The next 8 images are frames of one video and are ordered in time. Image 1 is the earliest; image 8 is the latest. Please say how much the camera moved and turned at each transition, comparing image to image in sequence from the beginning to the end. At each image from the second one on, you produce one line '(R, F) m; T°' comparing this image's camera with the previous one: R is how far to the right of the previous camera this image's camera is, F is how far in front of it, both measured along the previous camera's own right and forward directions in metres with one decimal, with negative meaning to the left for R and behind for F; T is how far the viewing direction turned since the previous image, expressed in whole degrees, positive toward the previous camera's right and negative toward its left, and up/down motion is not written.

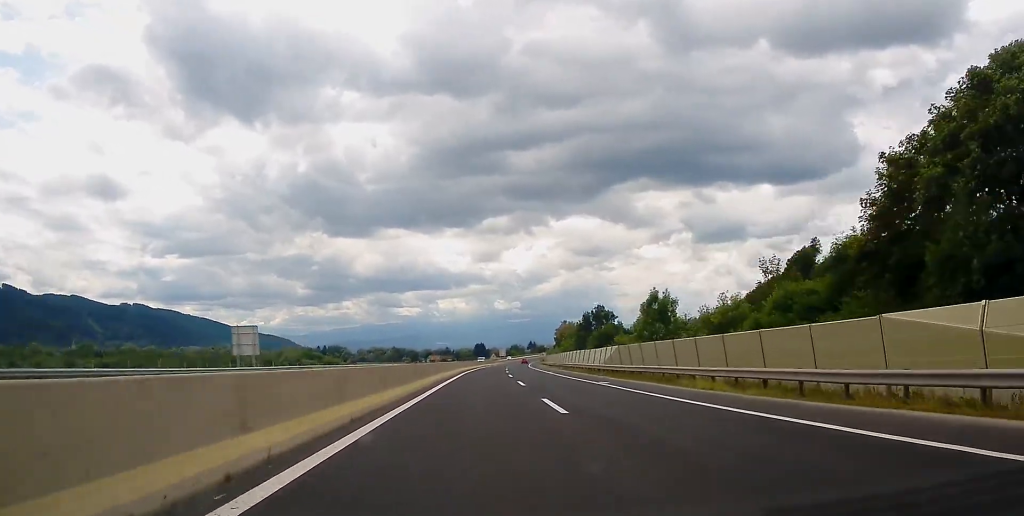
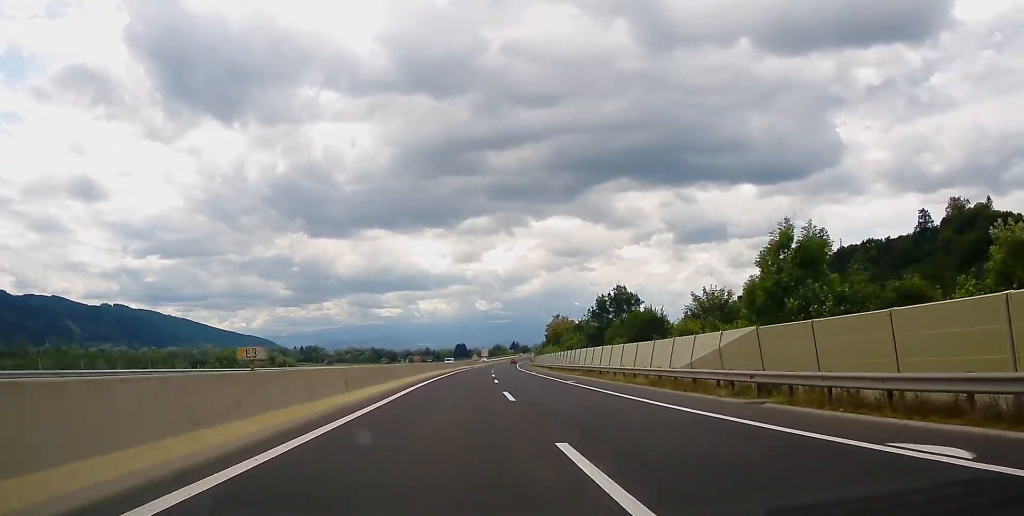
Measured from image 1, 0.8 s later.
(+0.5, +30.2) m; +1°
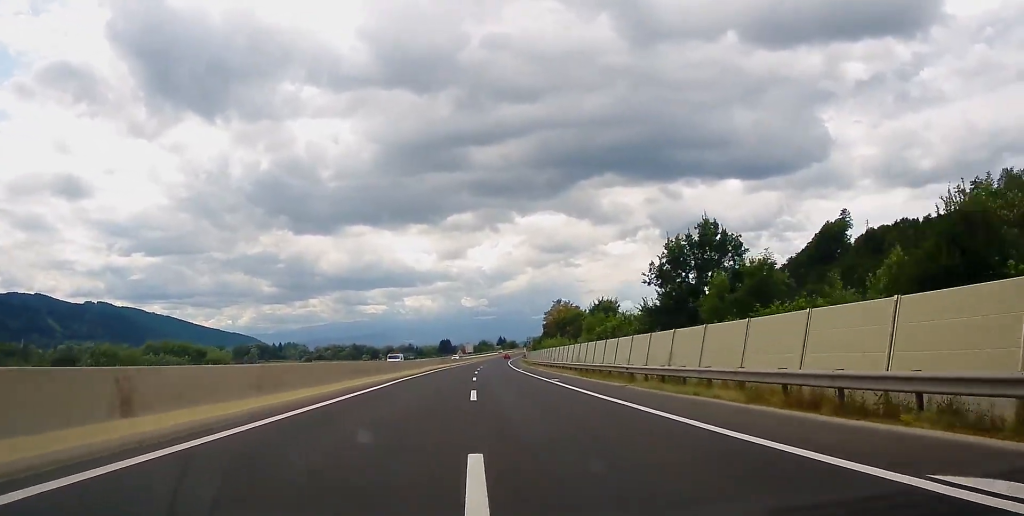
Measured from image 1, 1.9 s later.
(0.0, +37.4) m; 0°
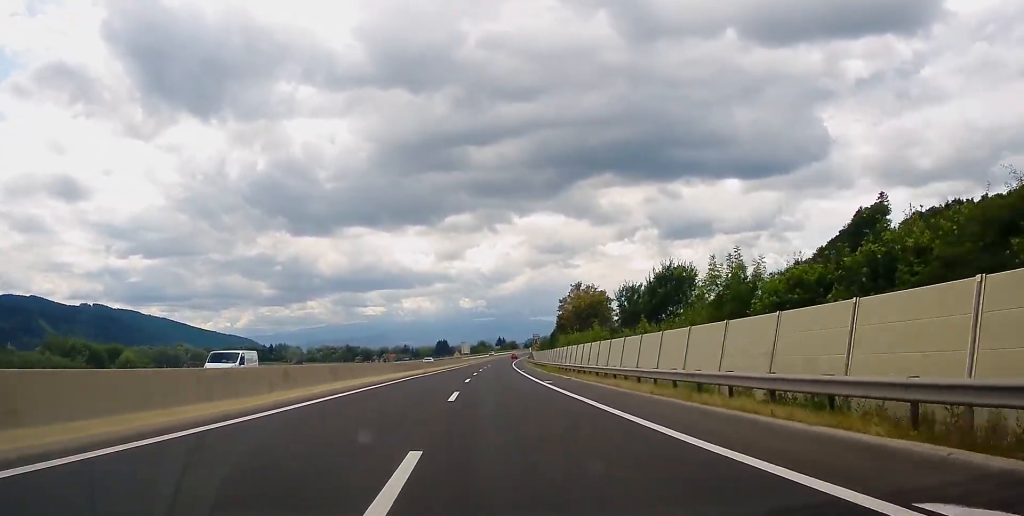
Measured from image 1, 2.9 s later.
(+0.1, +35.8) m; 0°
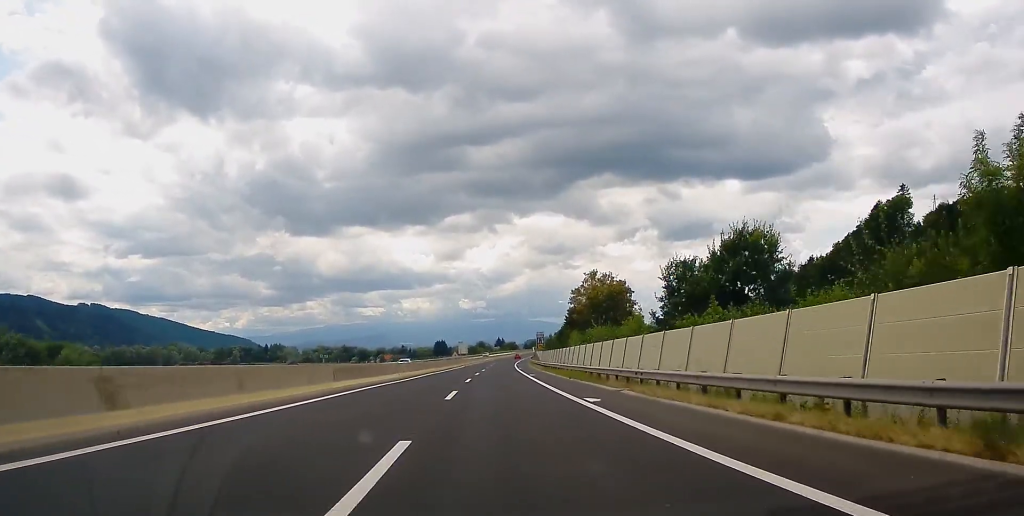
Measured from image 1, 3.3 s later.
(0.0, +17.0) m; 0°
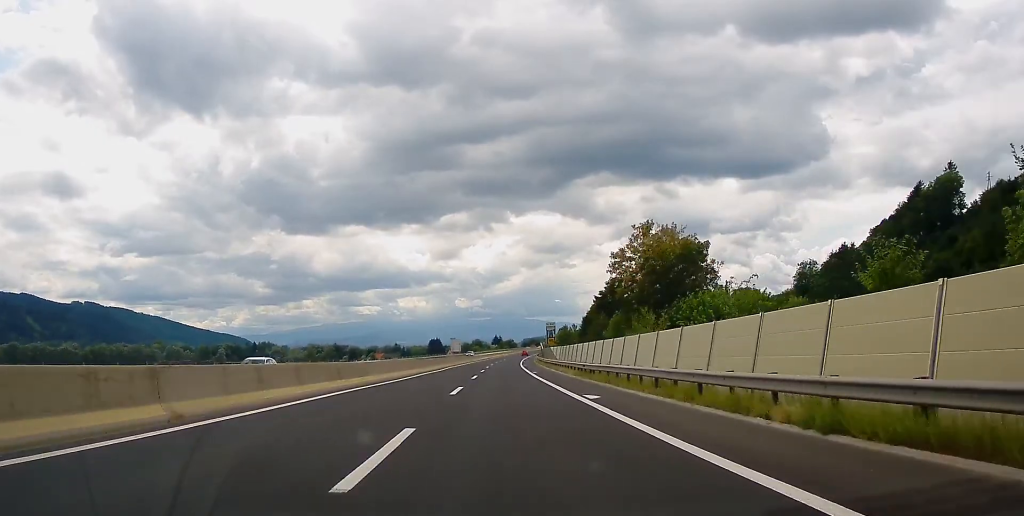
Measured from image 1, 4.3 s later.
(+0.2, +34.4) m; +1°
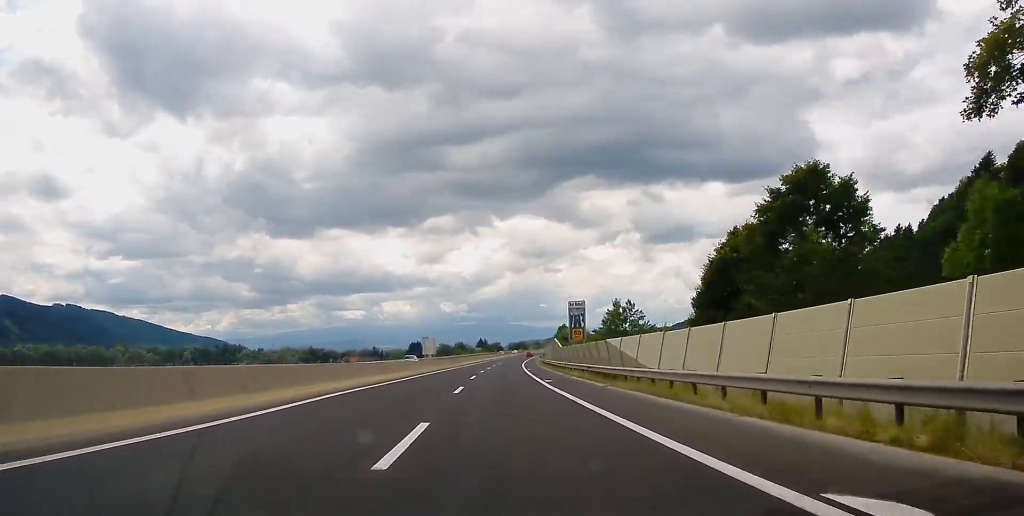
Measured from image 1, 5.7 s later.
(+0.4, +52.6) m; +1°
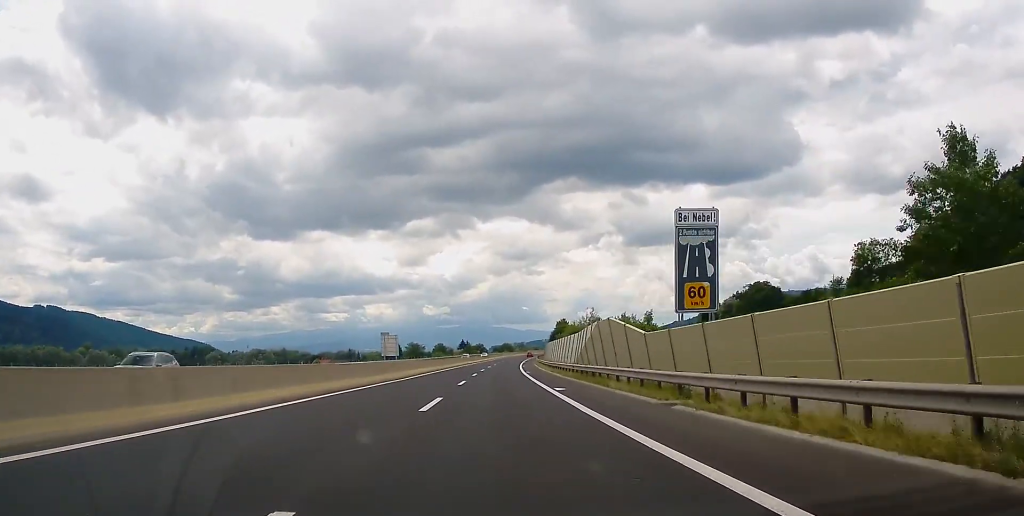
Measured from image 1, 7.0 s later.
(+0.4, +44.8) m; +1°
